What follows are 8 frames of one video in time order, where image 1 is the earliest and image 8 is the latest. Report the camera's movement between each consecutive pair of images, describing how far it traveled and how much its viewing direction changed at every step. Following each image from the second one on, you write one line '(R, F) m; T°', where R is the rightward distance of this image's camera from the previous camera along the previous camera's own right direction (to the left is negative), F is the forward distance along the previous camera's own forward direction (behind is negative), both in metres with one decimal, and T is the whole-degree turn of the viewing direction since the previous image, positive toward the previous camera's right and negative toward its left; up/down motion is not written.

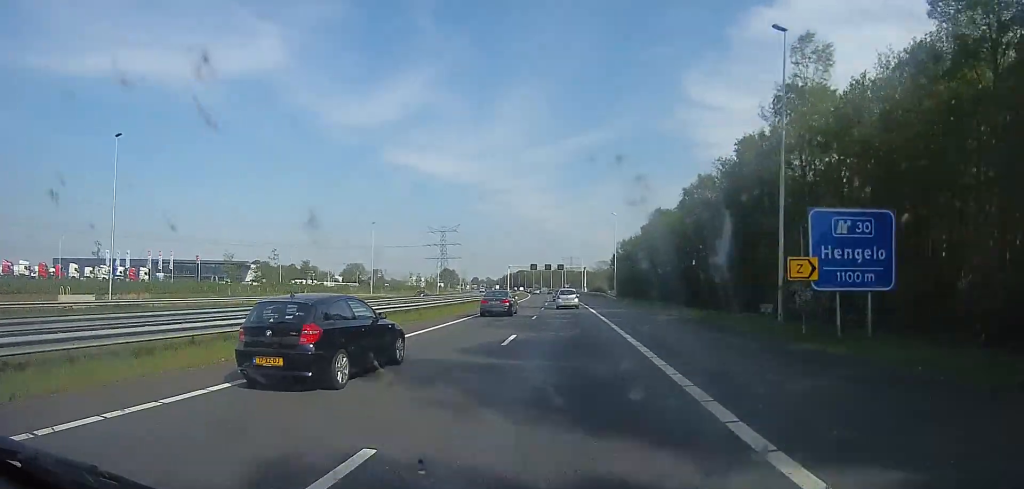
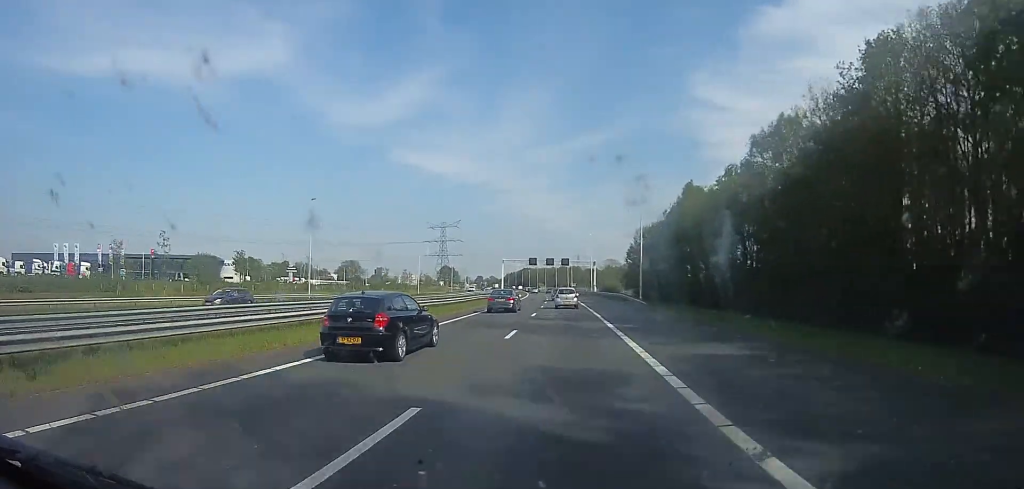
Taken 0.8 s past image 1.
(0.0, +22.2) m; 0°
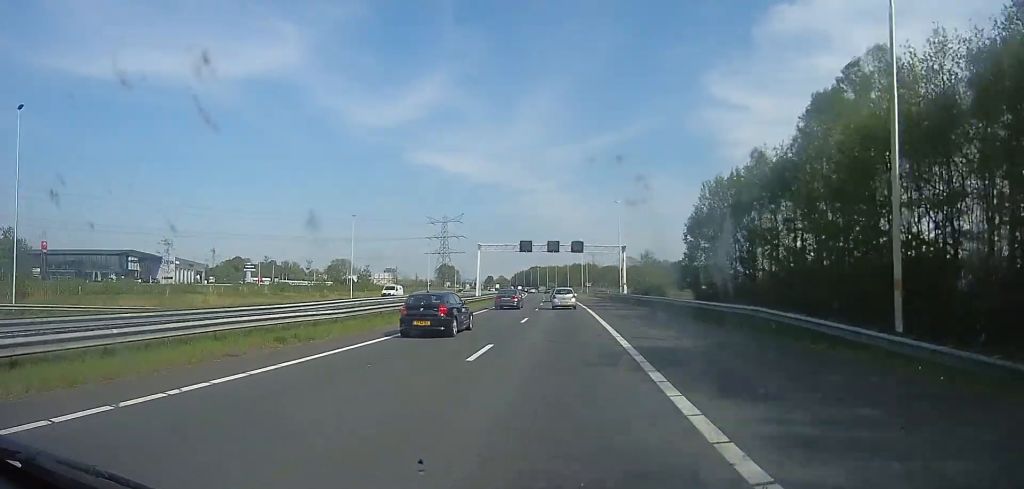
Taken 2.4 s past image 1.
(0.0, +40.6) m; 0°
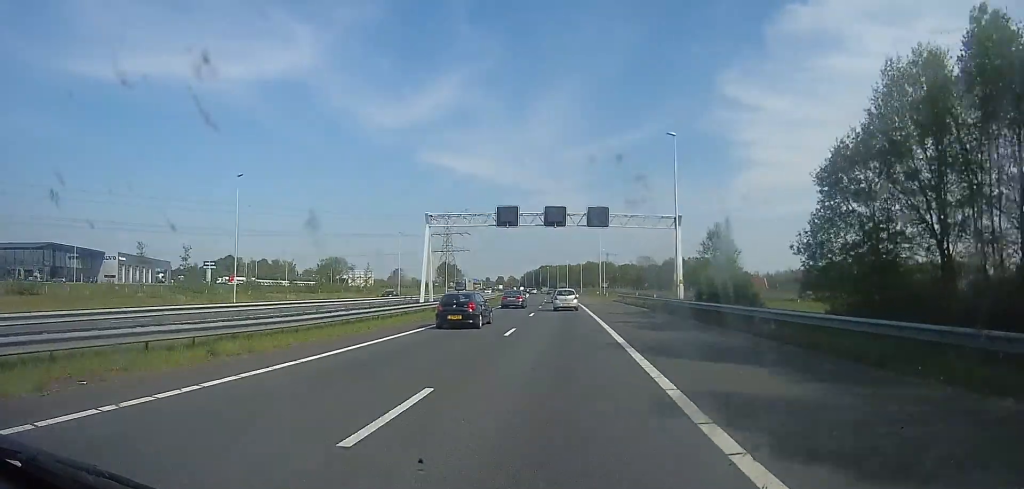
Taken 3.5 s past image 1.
(-0.1, +30.1) m; -1°
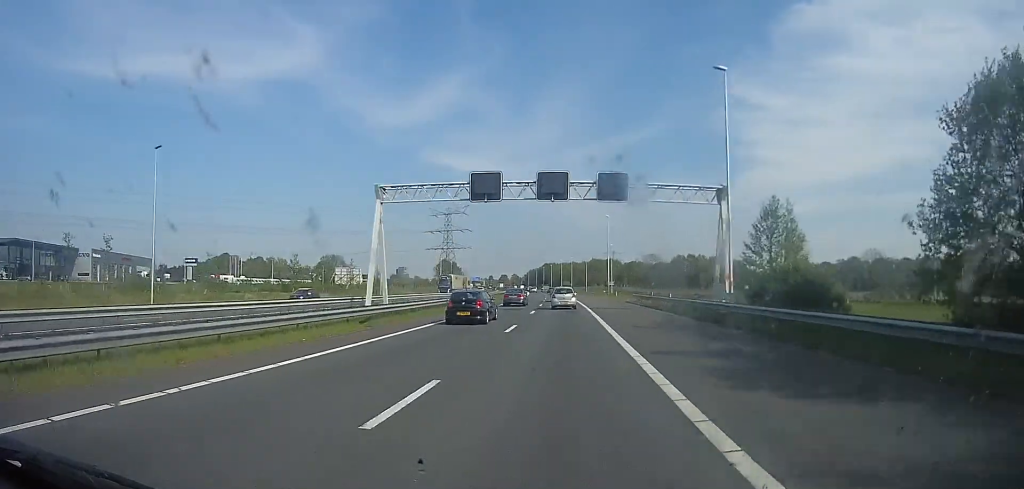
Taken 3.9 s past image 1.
(0.0, +11.5) m; -1°
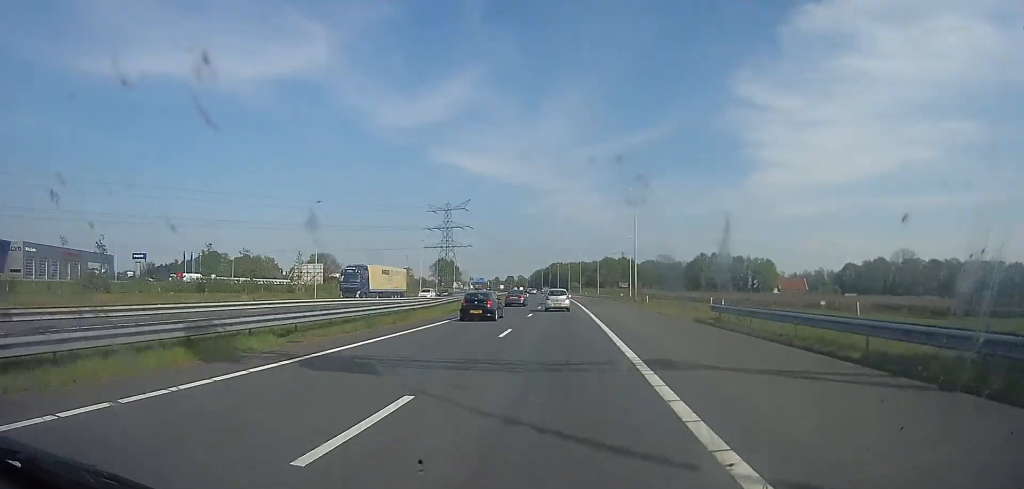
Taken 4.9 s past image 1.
(-0.8, +25.5) m; -3°
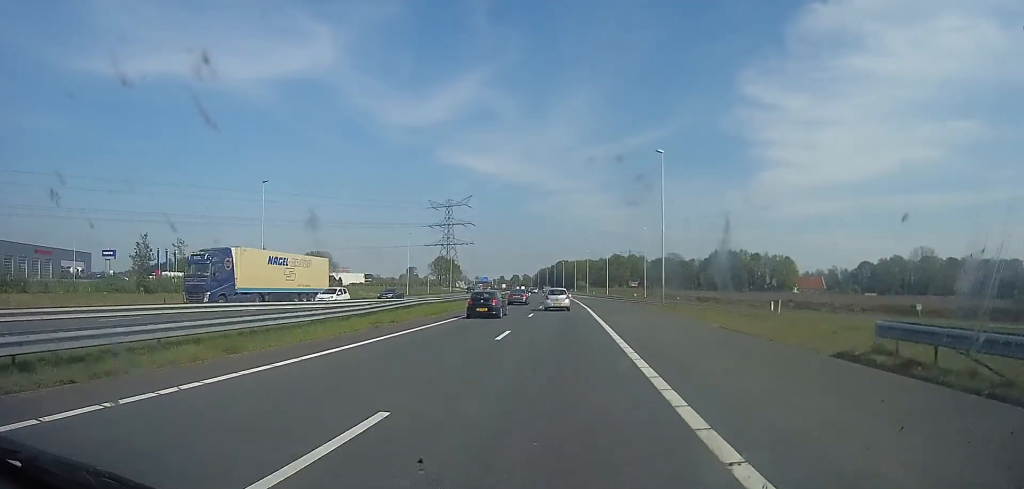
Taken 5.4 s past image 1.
(-0.2, +13.1) m; -1°
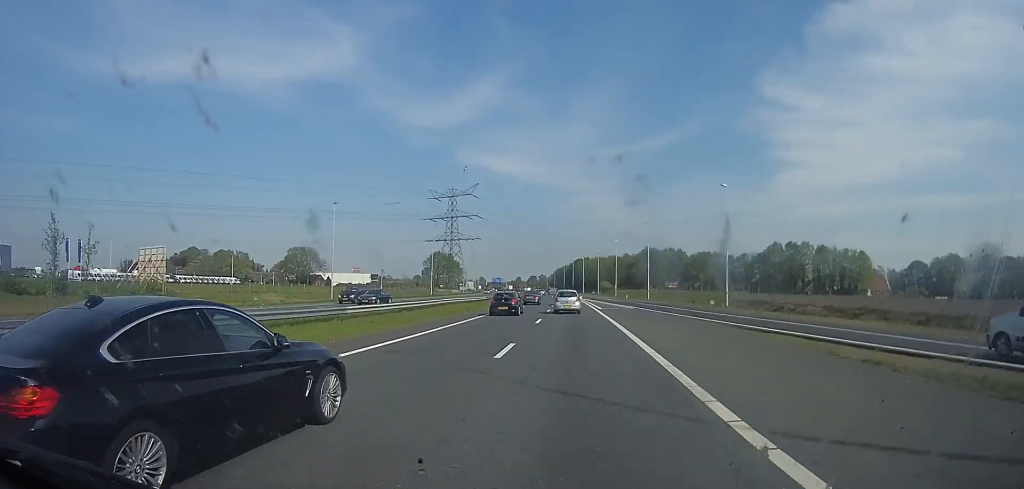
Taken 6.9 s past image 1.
(-0.3, +39.9) m; 0°
